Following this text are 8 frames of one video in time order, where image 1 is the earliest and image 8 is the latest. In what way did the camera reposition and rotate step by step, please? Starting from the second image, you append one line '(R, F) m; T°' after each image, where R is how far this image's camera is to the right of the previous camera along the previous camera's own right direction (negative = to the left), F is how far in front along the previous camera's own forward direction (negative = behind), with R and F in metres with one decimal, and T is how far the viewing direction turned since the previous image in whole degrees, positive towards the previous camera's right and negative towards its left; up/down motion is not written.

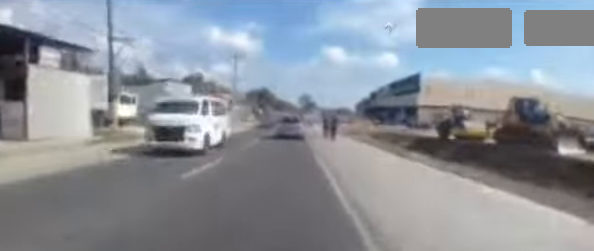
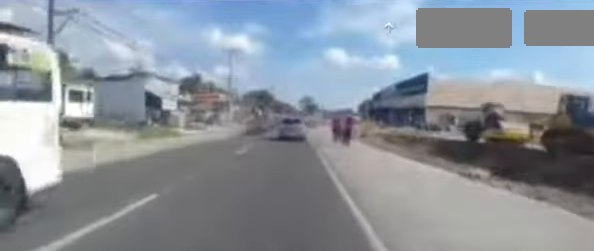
(-0.2, +4.5) m; 0°
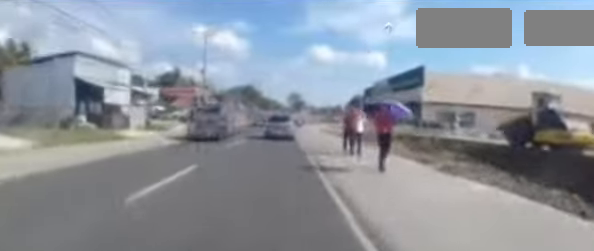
(+0.4, +7.5) m; +2°
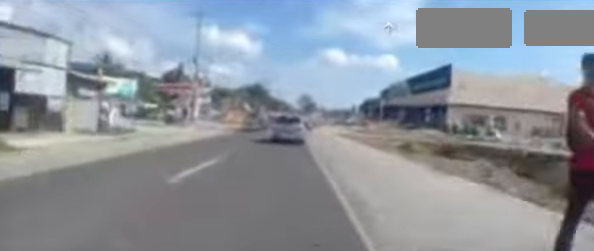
(+0.1, +9.5) m; +3°
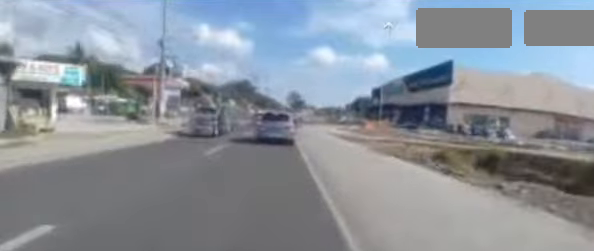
(+0.4, +8.1) m; +2°
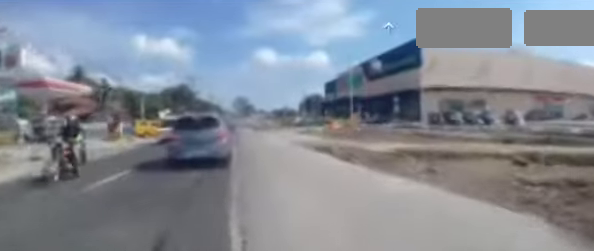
(-0.1, +4.3) m; +1°
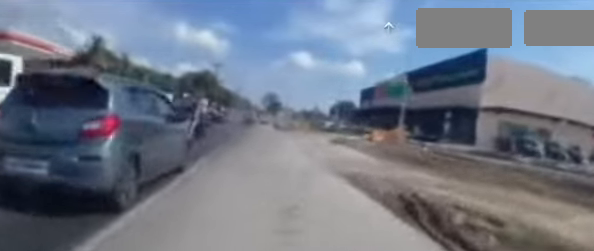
(+0.3, +10.0) m; +5°
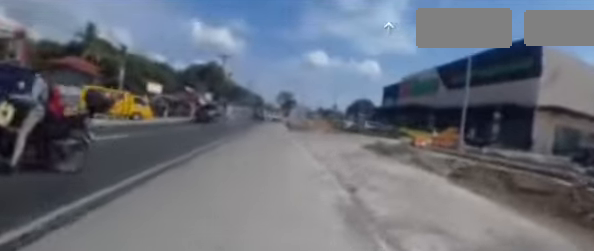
(-0.2, +8.5) m; -4°
